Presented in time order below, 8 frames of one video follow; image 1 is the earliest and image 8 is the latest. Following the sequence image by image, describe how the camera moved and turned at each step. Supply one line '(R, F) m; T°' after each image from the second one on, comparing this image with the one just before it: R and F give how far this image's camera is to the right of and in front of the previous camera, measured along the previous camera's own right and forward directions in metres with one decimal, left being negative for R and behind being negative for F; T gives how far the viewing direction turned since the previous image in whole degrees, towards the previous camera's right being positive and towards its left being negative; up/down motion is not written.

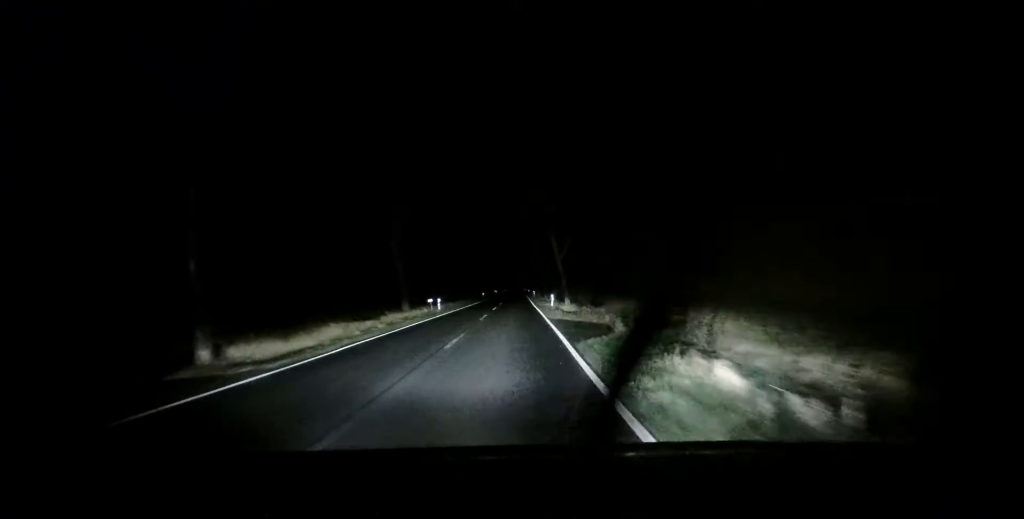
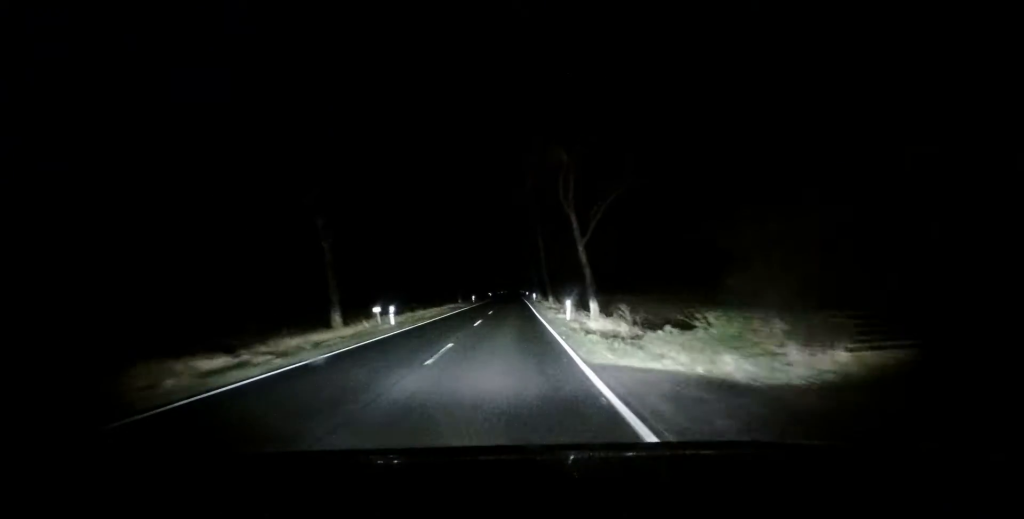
(0.0, +14.1) m; 0°
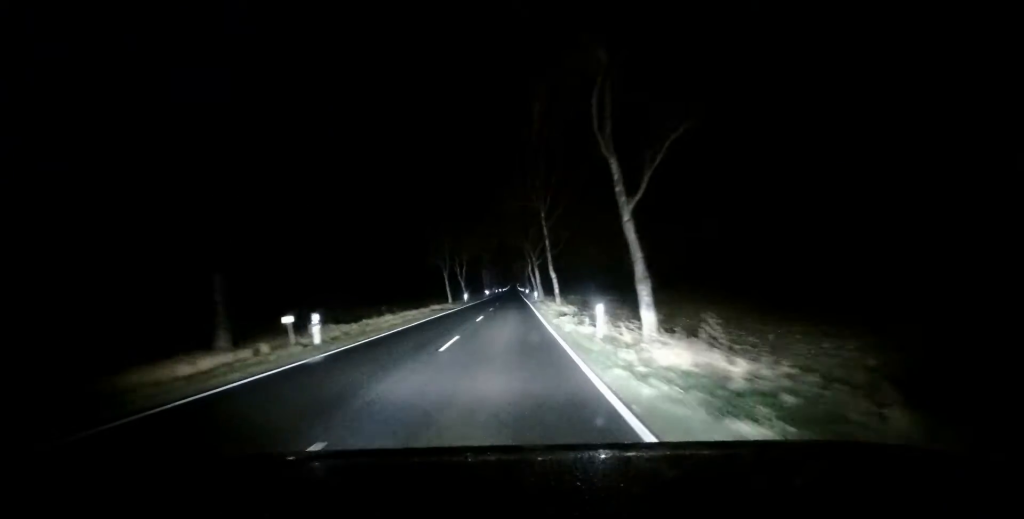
(-0.1, +9.7) m; 0°
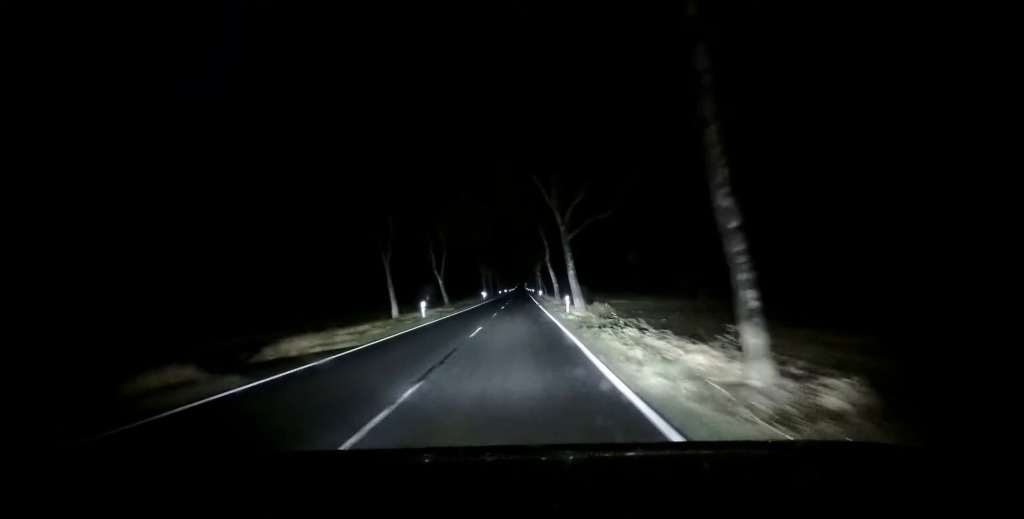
(-0.2, +32.4) m; -1°
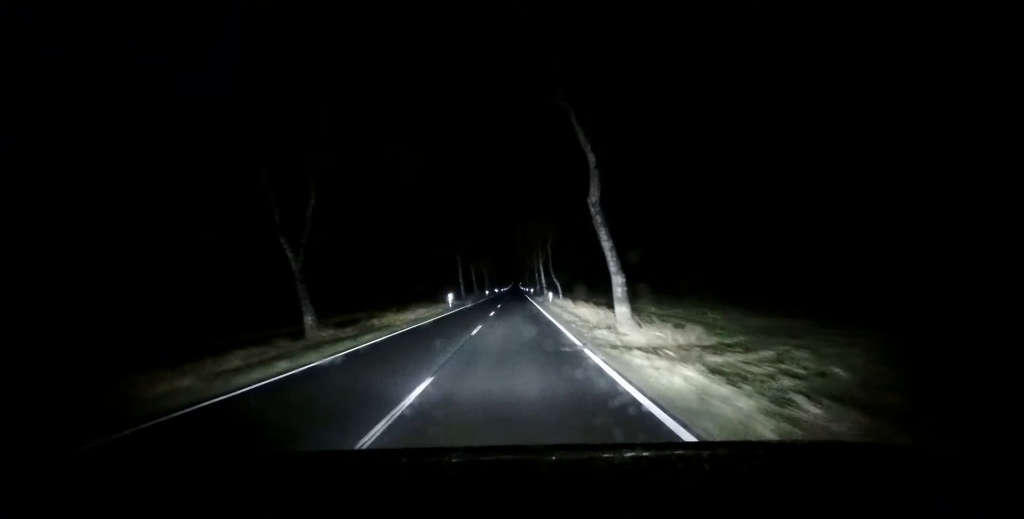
(+0.2, +35.3) m; 0°
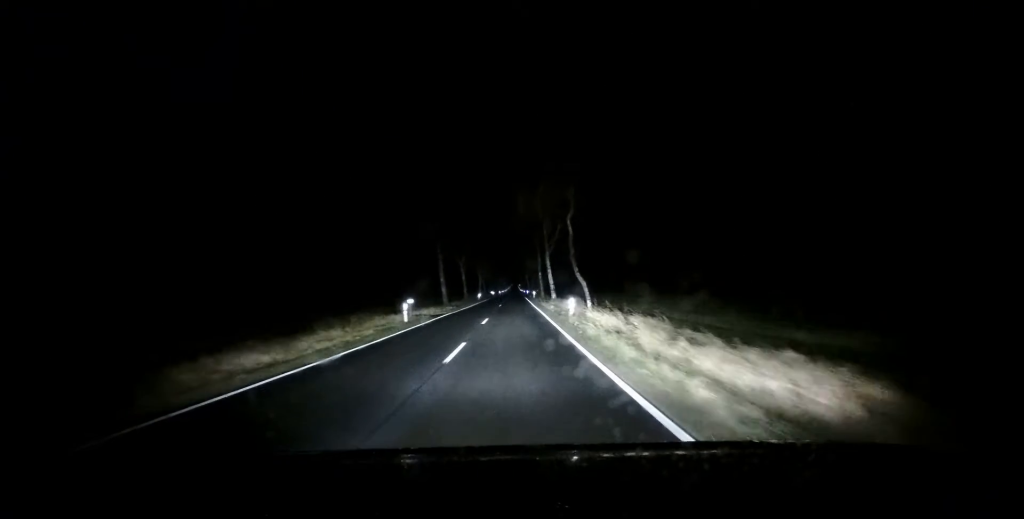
(-0.1, +17.9) m; -1°
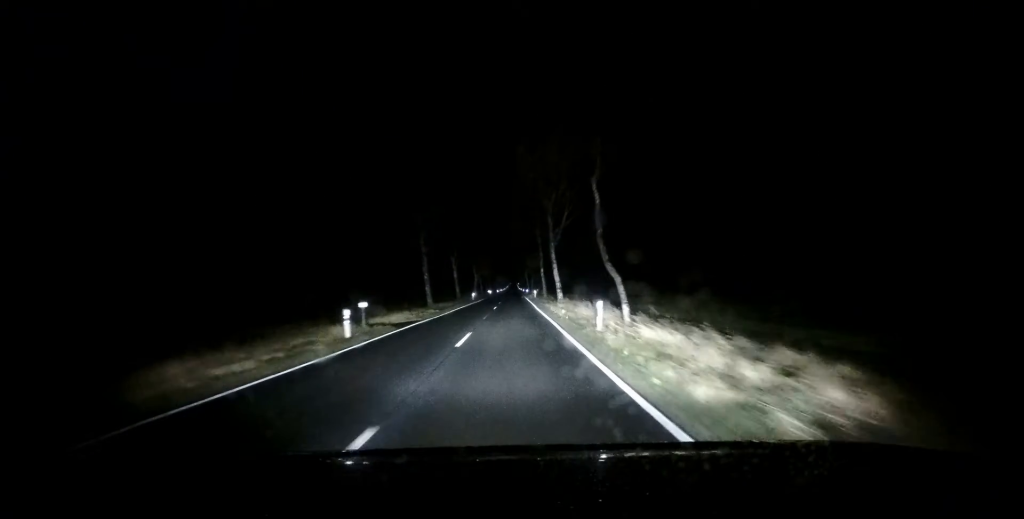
(-0.2, +9.4) m; 0°
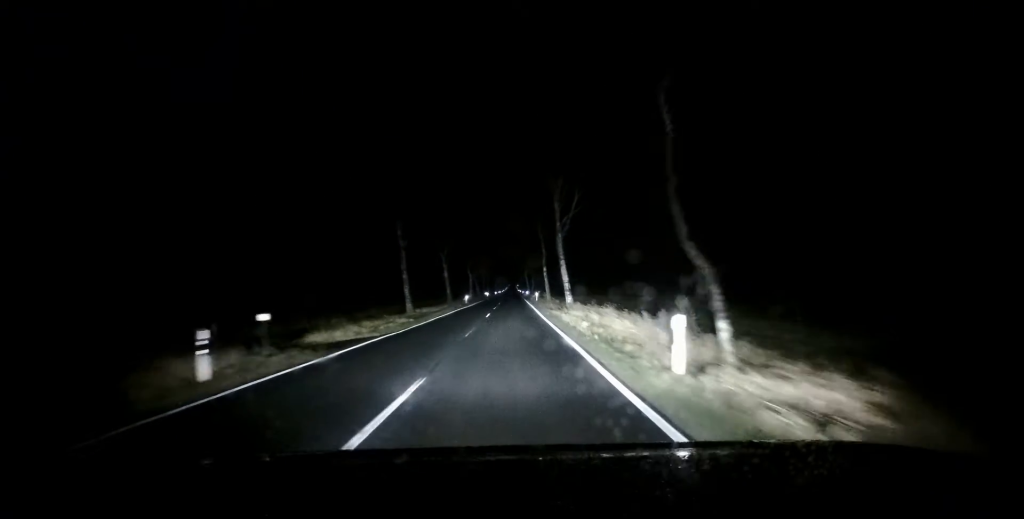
(-0.2, +8.7) m; 0°
